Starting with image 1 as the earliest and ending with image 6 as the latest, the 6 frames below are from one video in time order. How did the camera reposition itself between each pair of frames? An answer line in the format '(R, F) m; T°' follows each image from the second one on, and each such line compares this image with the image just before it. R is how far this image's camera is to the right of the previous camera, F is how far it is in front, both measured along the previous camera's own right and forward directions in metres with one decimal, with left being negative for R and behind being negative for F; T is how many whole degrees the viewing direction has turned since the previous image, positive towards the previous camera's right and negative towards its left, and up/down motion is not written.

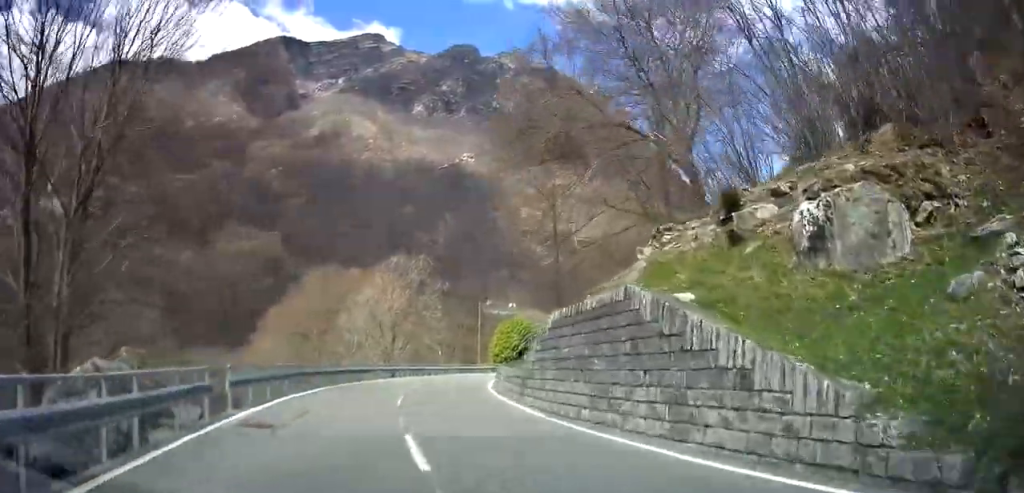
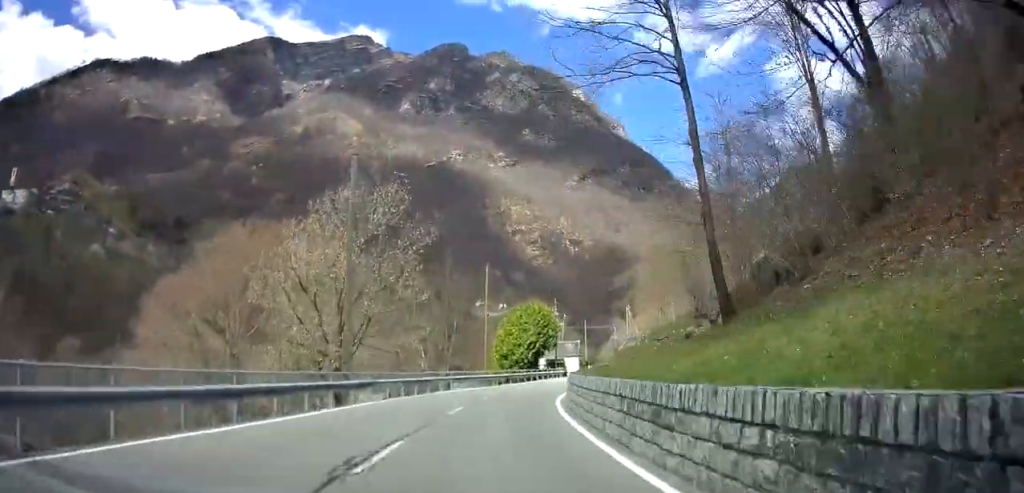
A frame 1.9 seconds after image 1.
(-2.8, +28.1) m; +1°
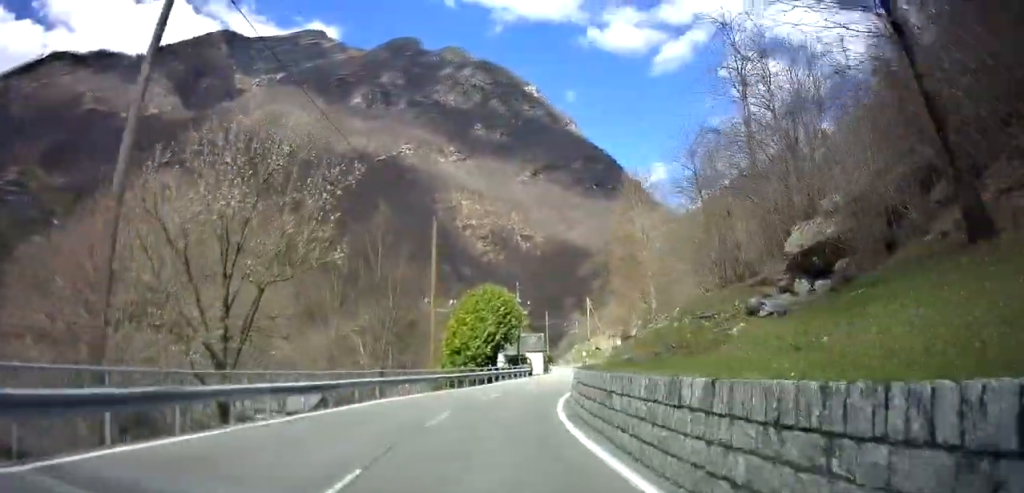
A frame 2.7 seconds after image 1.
(+0.6, +12.2) m; +4°
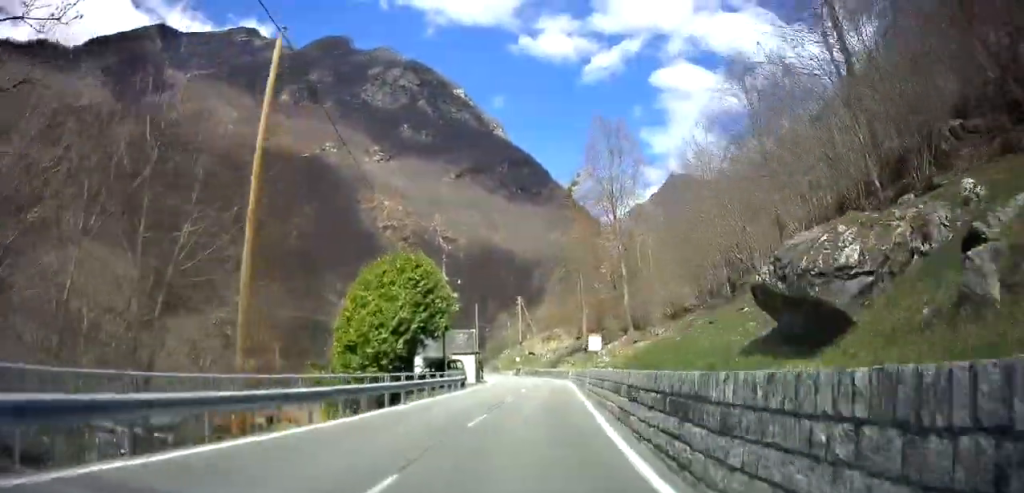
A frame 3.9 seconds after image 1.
(+0.4, +17.5) m; +3°
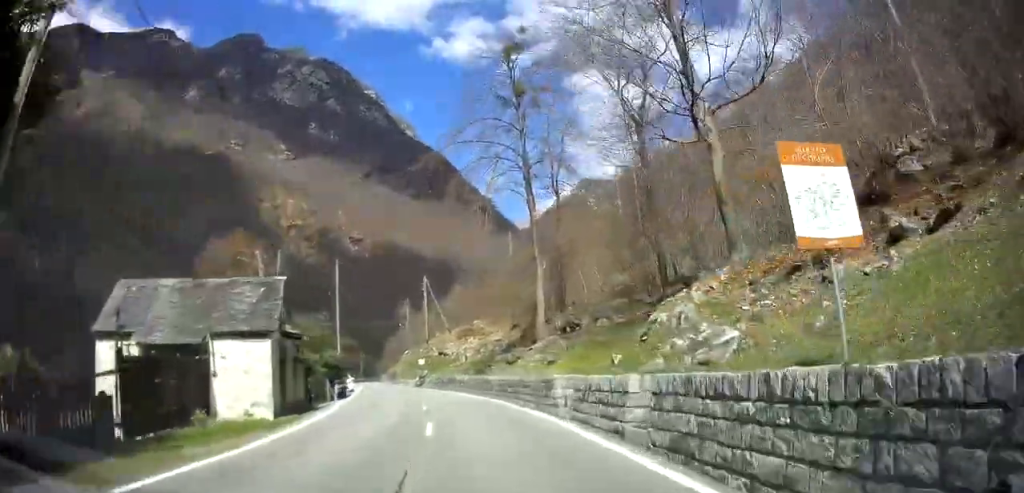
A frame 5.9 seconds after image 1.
(+2.3, +33.7) m; +6°
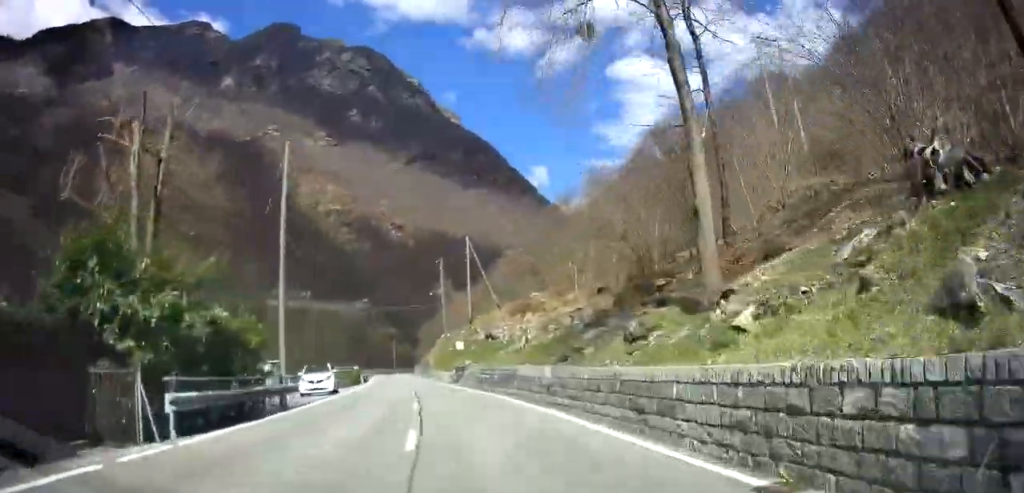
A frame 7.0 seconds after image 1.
(-0.1, +19.2) m; -1°
